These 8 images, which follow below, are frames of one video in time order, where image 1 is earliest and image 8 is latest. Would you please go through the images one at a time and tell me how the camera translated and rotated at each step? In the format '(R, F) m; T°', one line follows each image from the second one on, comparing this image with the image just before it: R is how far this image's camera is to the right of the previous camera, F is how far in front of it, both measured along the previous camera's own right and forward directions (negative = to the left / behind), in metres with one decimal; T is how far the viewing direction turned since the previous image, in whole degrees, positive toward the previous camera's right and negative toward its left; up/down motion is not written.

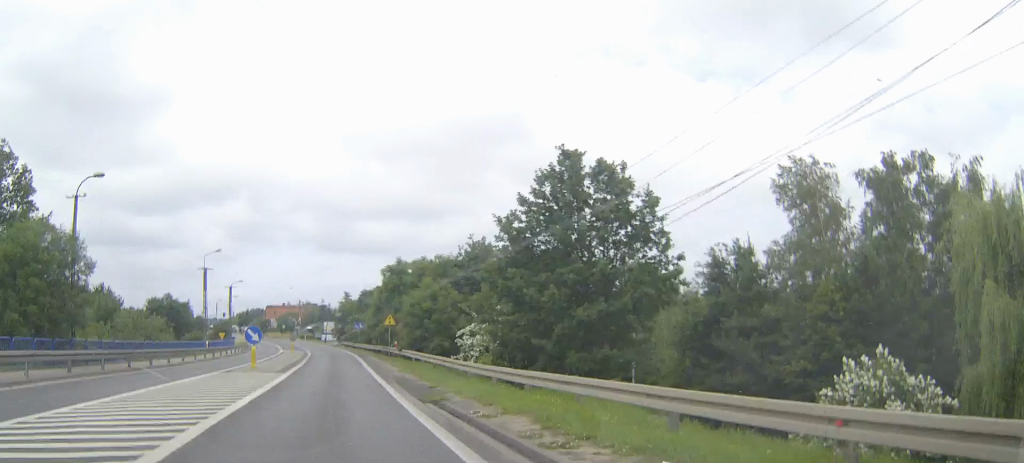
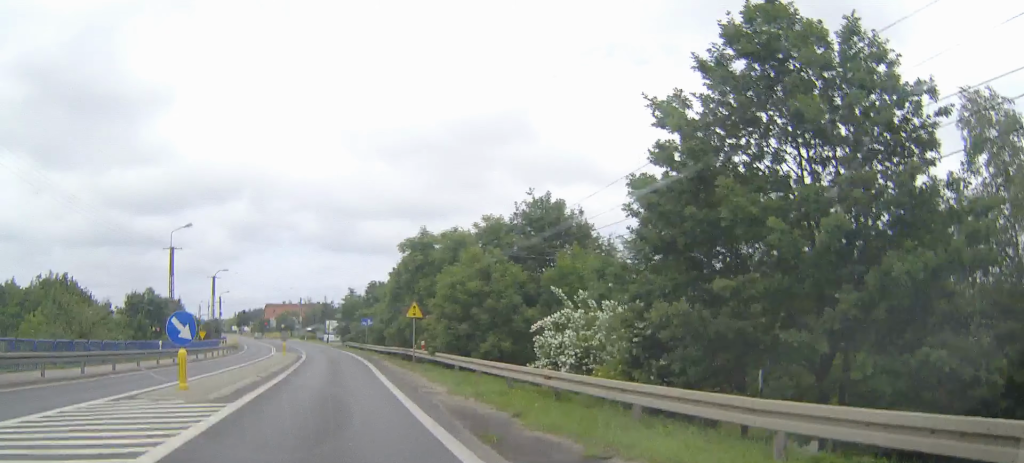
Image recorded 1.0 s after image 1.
(0.0, +14.2) m; 0°
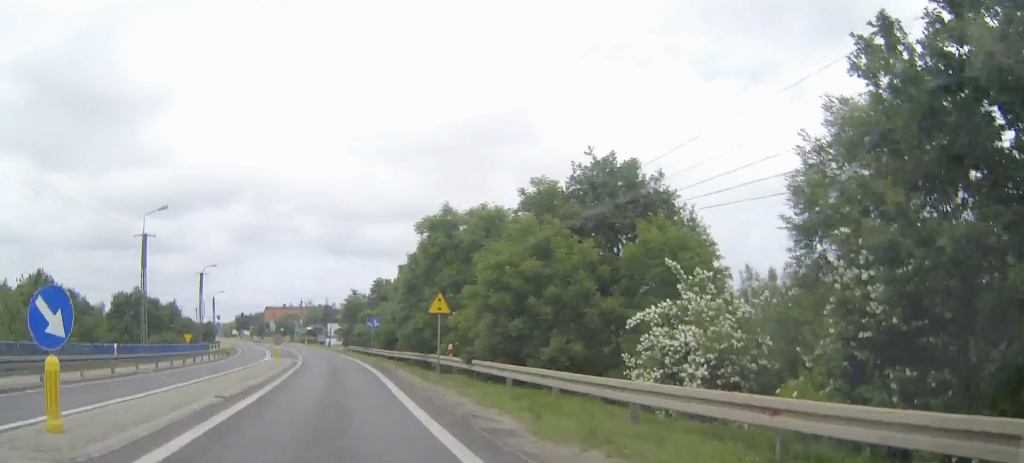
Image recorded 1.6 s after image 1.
(0.0, +8.1) m; 0°
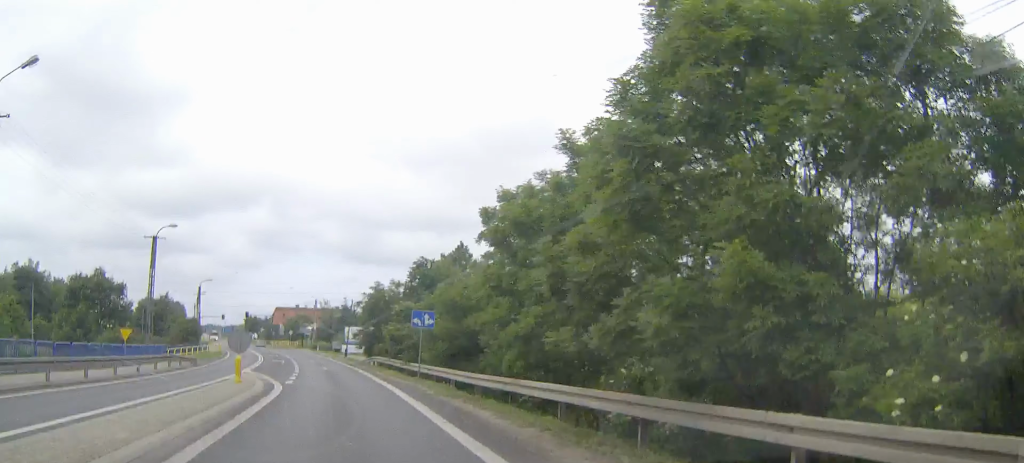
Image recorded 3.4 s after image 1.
(-0.3, +24.2) m; -2°
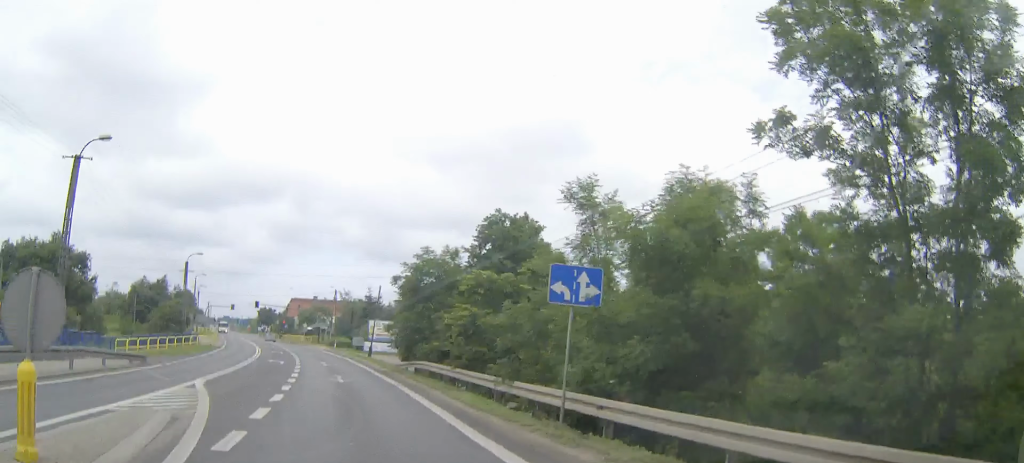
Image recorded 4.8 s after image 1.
(-0.2, +18.4) m; -1°
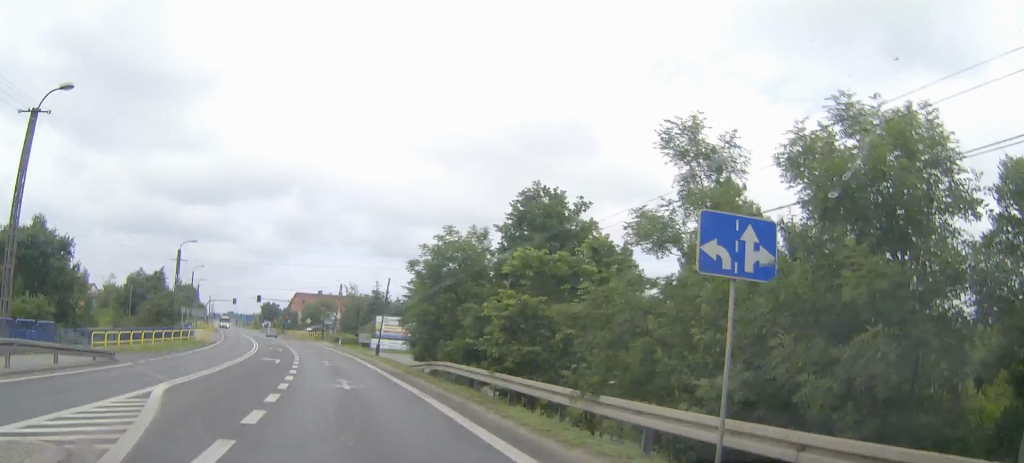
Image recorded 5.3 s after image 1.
(0.0, +5.7) m; 0°
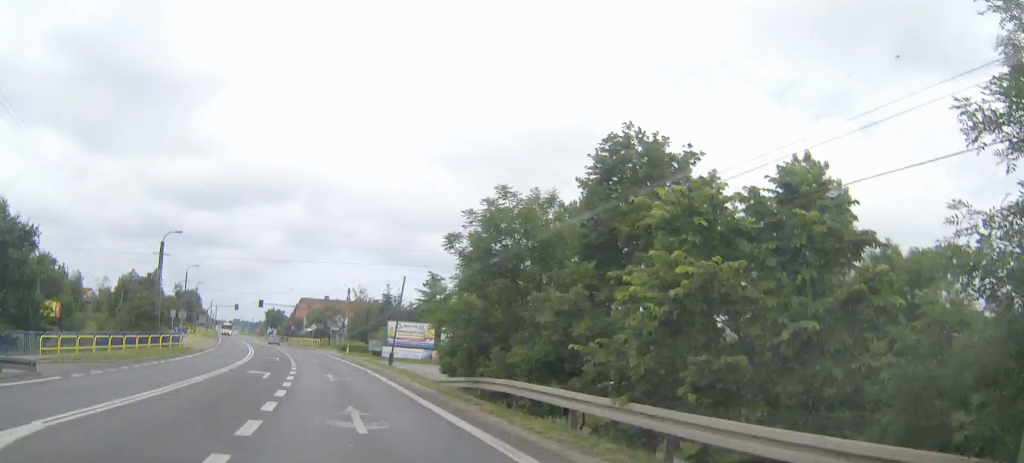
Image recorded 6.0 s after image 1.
(0.0, +9.2) m; 0°
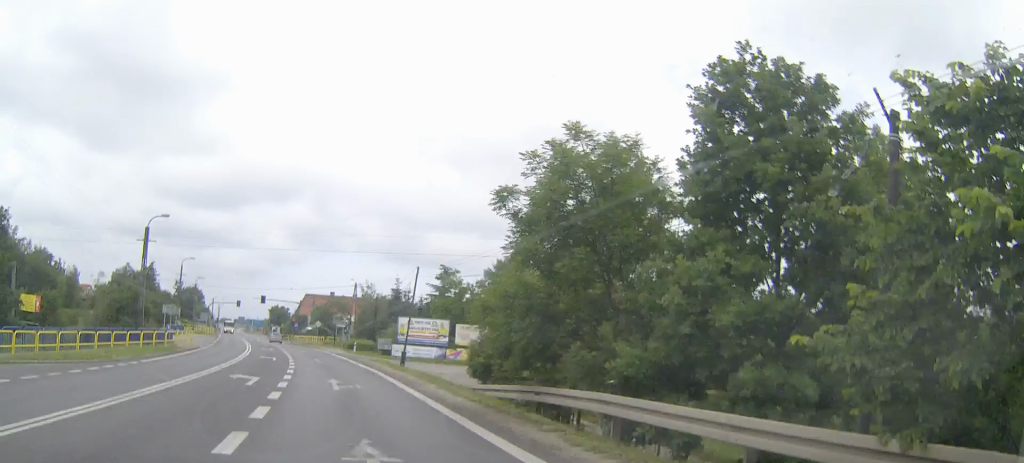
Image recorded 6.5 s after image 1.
(0.0, +5.9) m; 0°
